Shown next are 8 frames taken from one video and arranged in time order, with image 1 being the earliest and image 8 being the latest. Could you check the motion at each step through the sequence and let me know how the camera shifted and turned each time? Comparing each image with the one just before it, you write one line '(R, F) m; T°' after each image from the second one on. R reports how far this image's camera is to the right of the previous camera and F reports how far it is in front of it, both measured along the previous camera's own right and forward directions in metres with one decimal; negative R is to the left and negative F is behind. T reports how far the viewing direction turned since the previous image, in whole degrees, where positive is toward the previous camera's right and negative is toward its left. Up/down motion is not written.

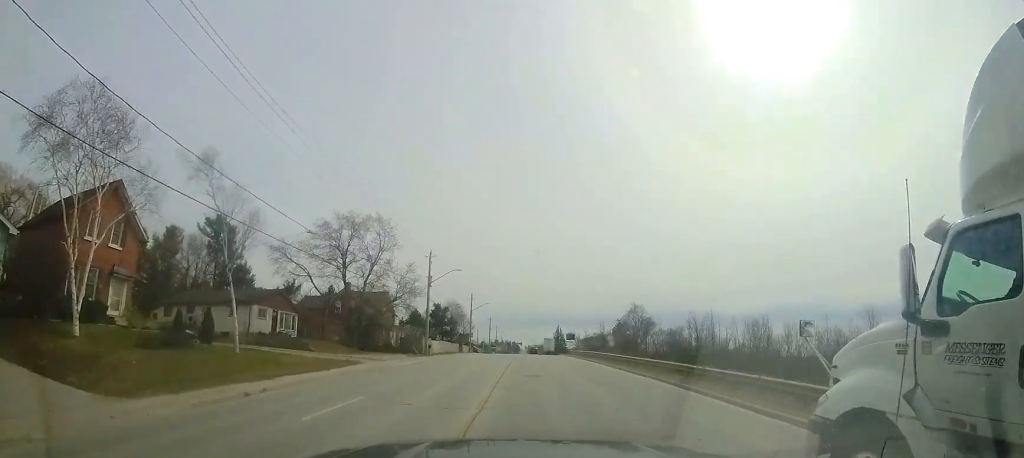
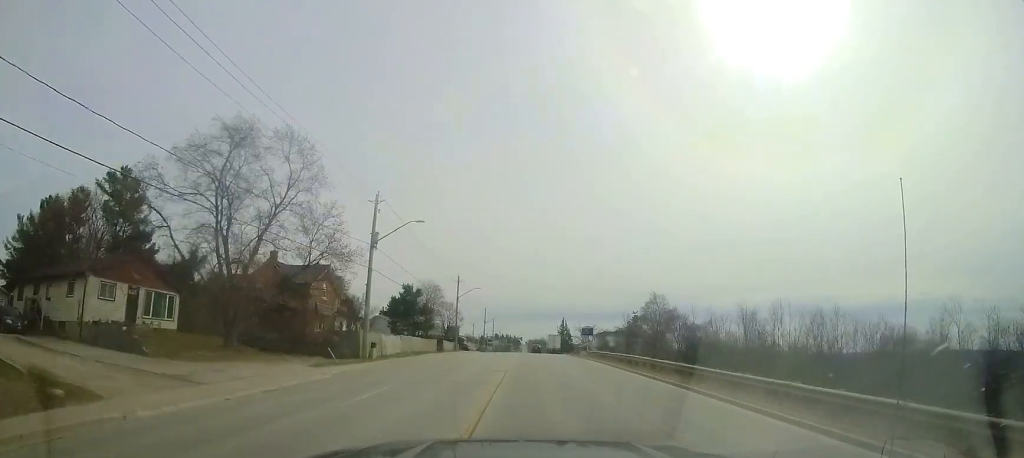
(-0.2, +16.8) m; -2°
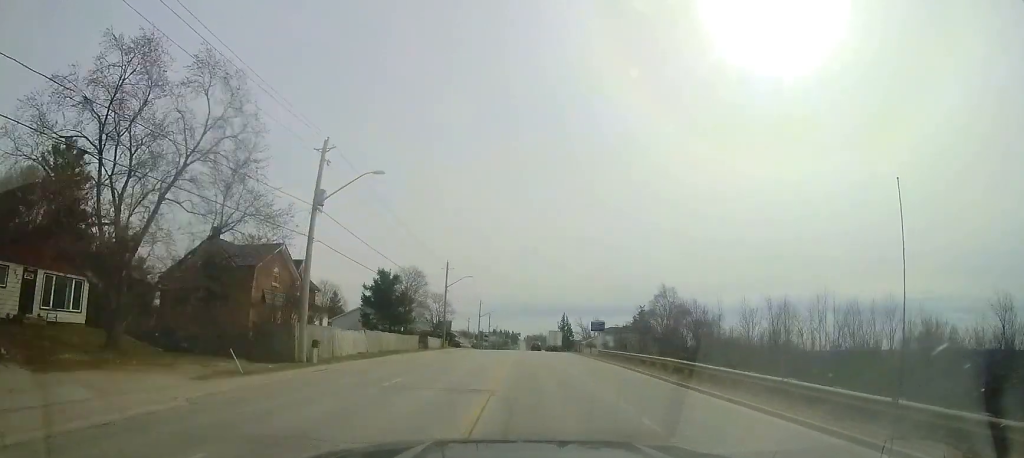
(-0.4, +7.7) m; +1°
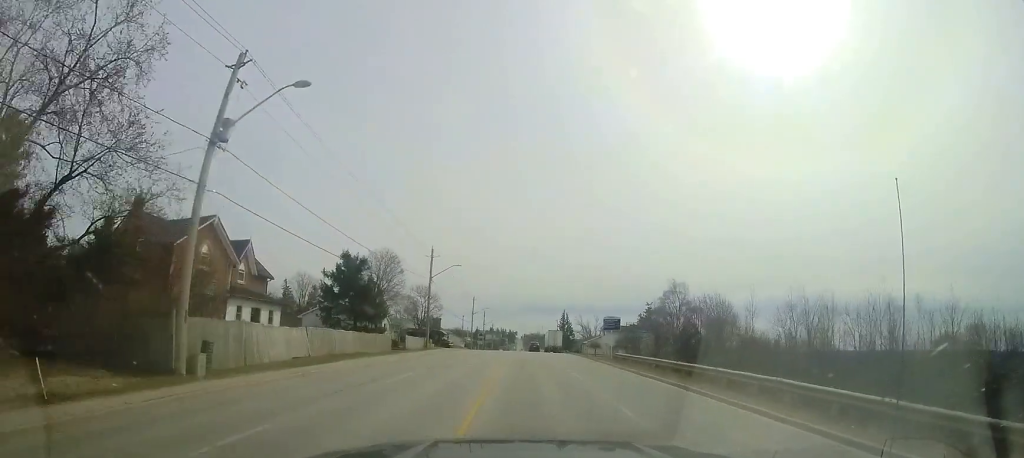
(+0.1, +7.7) m; +1°
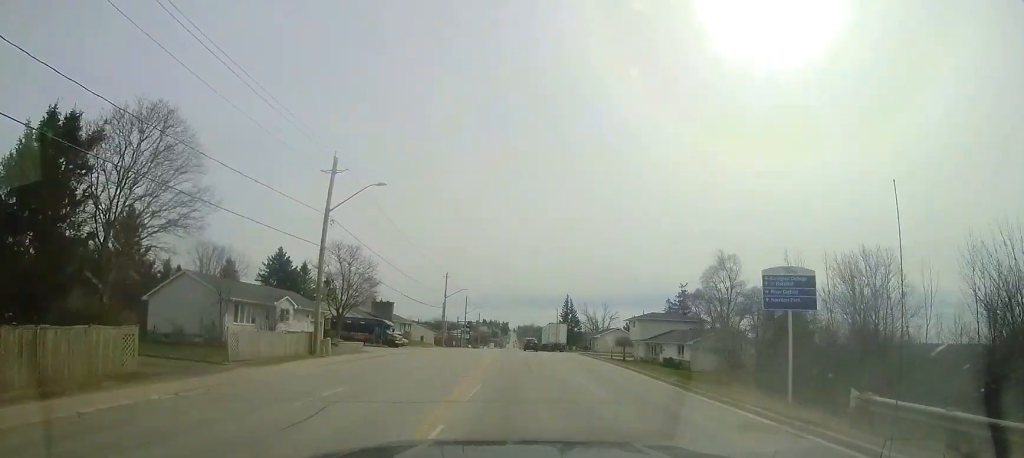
(+1.1, +23.9) m; +2°
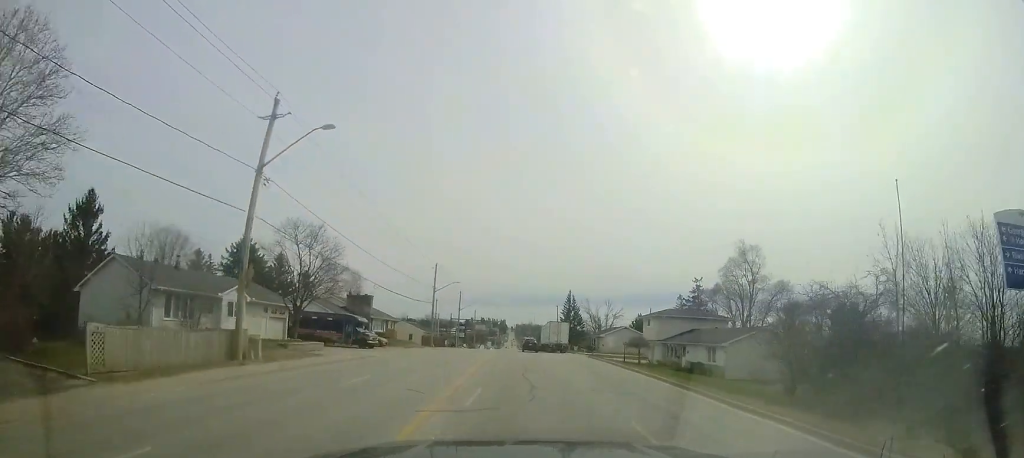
(0.0, +6.3) m; 0°
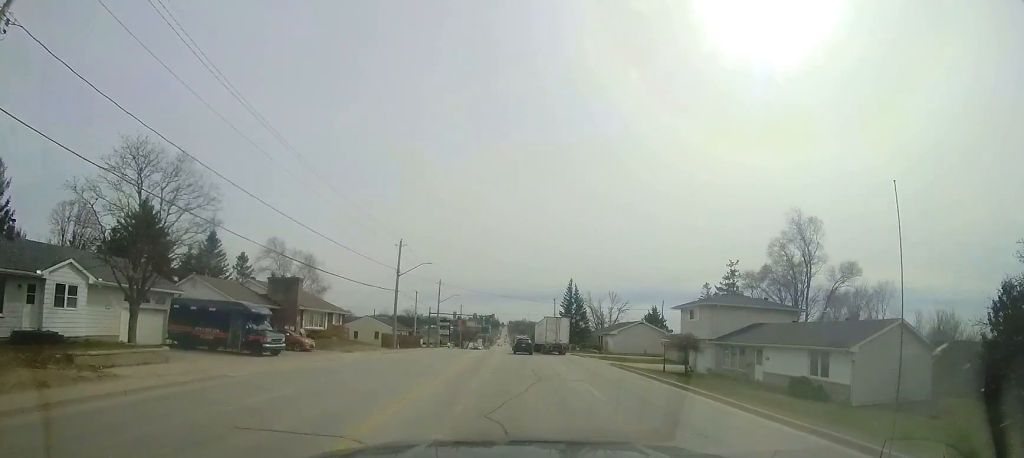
(-0.1, +12.6) m; -1°
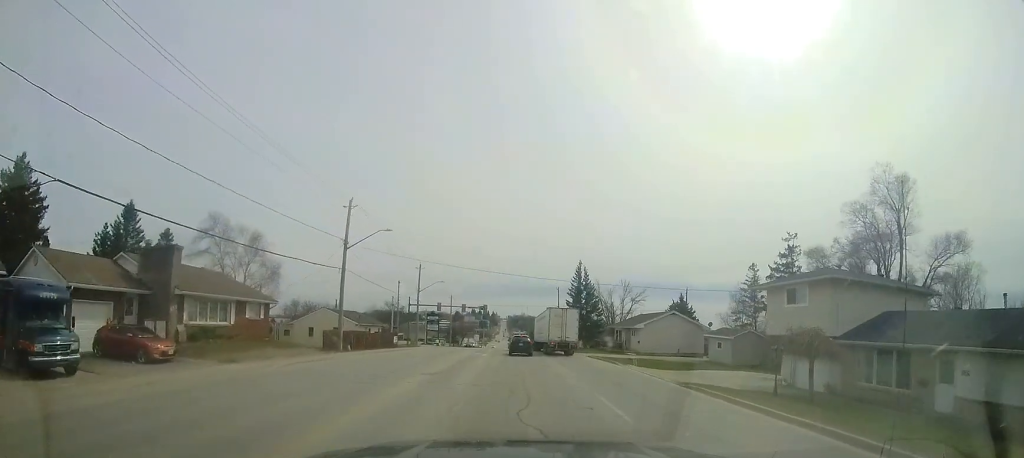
(-0.2, +12.0) m; -1°
